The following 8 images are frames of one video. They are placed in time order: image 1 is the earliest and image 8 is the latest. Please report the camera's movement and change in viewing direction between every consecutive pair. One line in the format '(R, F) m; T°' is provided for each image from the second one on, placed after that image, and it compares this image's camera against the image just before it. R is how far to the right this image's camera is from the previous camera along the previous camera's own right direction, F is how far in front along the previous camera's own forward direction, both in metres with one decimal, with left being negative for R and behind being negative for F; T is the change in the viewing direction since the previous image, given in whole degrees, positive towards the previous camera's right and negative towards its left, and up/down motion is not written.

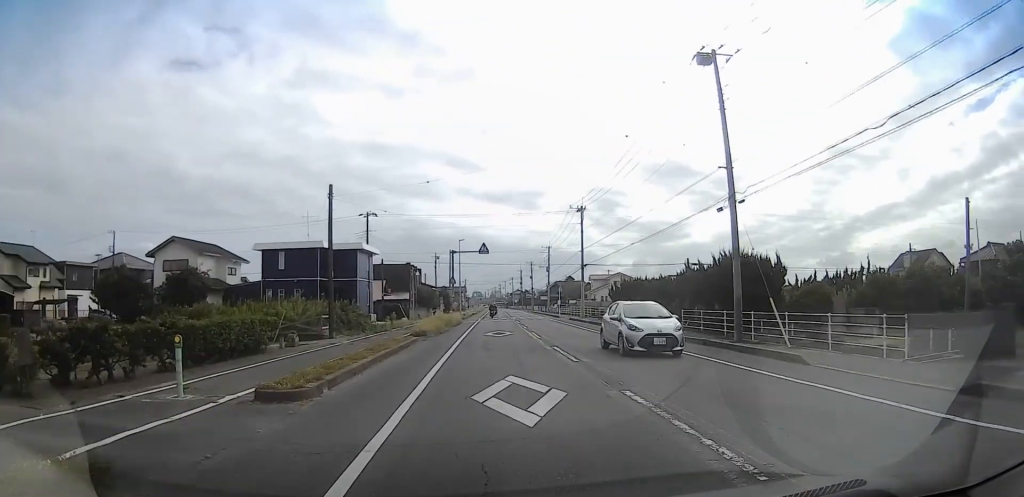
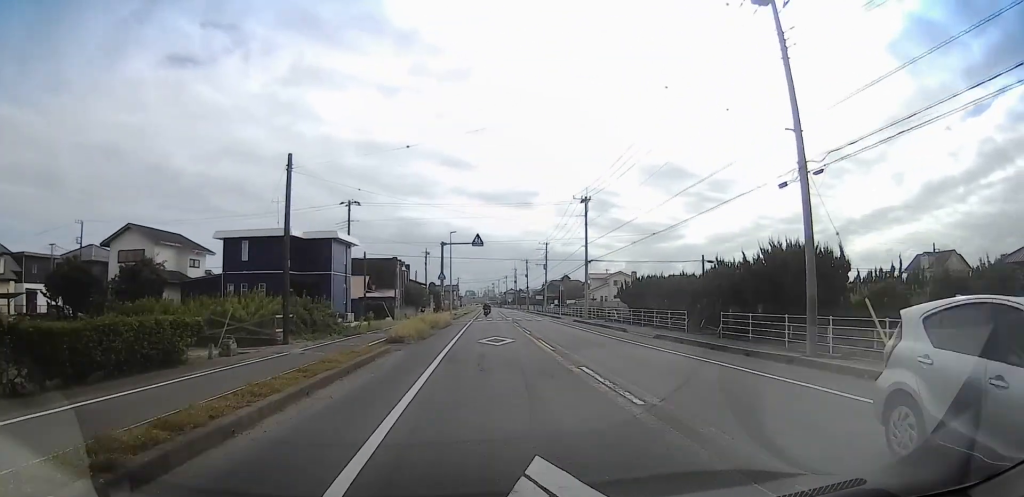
(0.0, +6.1) m; +1°
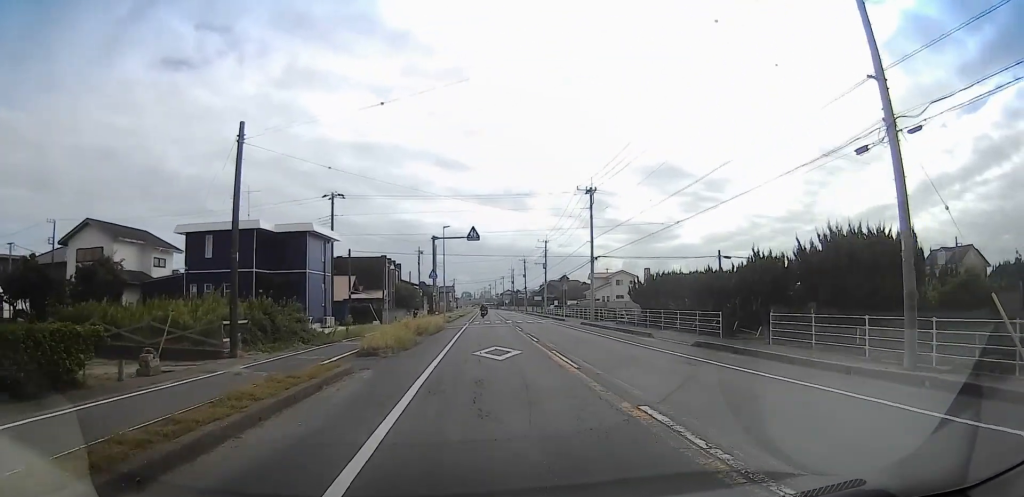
(0.0, +5.0) m; +1°
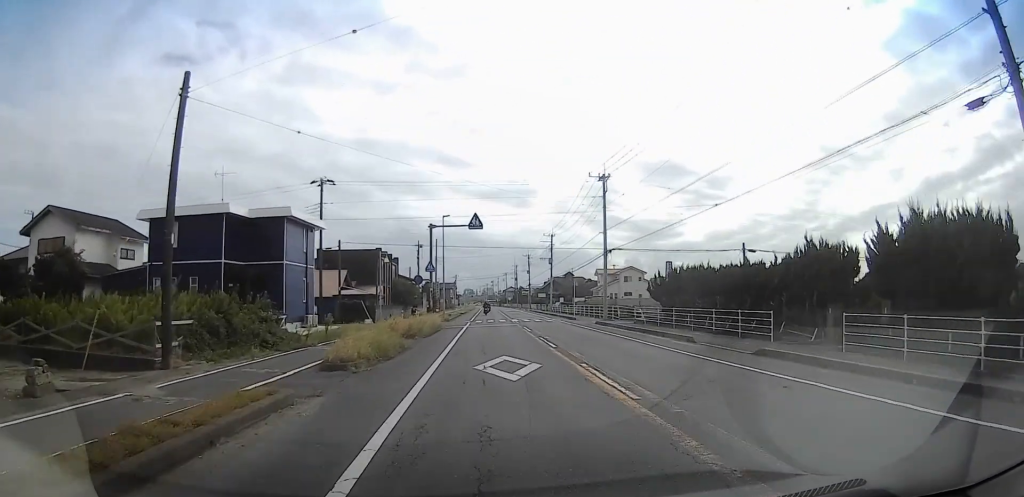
(0.0, +5.0) m; +1°
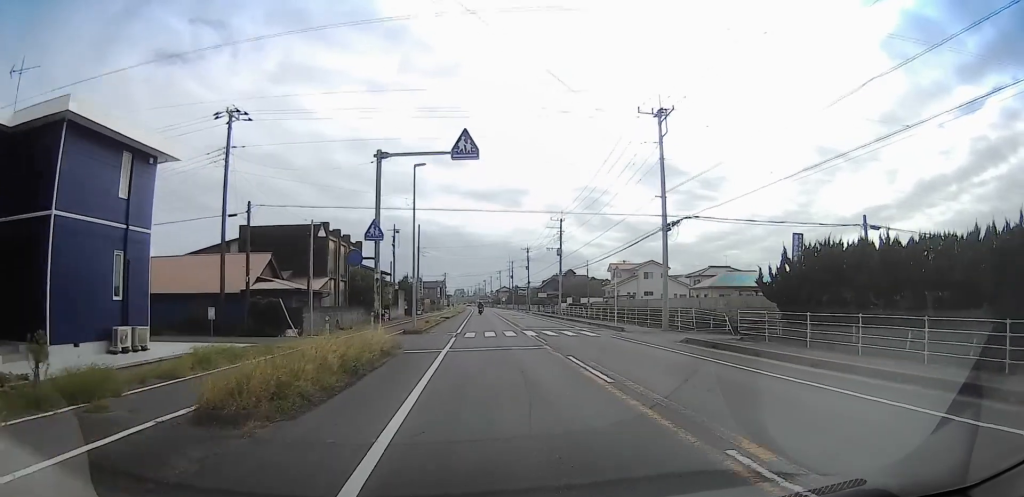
(+0.4, +18.1) m; +1°
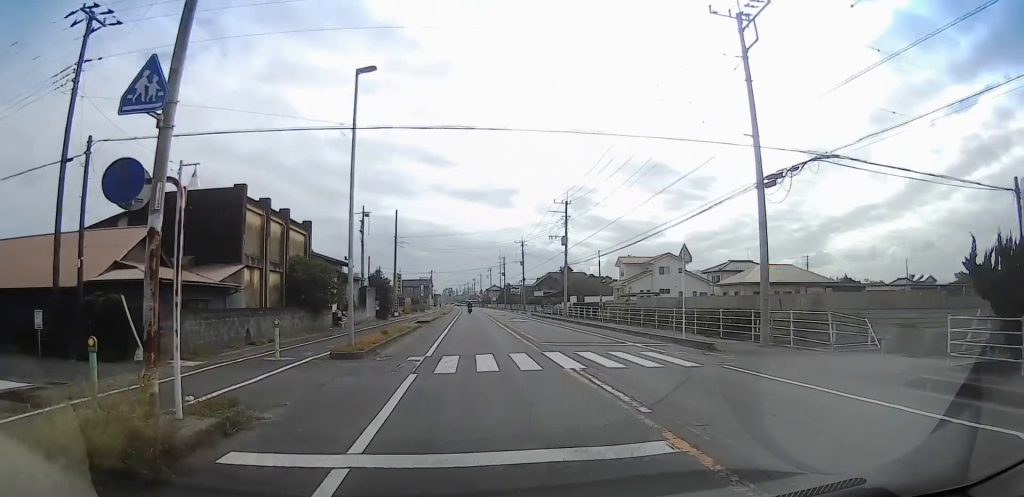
(0.0, +13.0) m; 0°
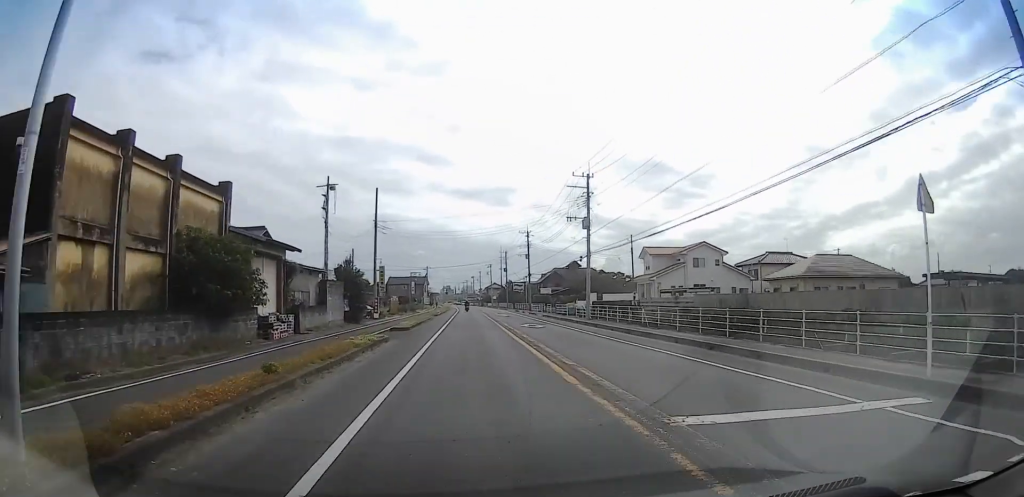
(0.0, +13.0) m; 0°
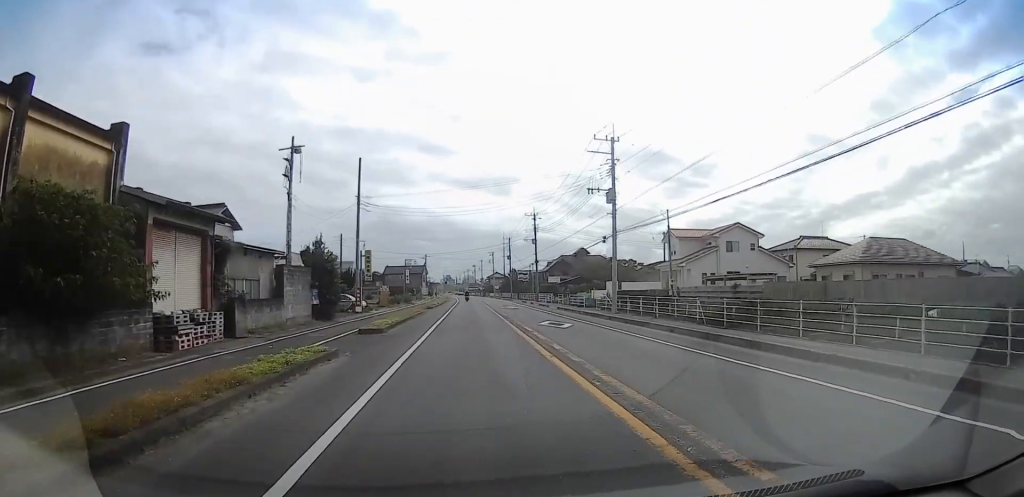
(0.0, +8.7) m; 0°
